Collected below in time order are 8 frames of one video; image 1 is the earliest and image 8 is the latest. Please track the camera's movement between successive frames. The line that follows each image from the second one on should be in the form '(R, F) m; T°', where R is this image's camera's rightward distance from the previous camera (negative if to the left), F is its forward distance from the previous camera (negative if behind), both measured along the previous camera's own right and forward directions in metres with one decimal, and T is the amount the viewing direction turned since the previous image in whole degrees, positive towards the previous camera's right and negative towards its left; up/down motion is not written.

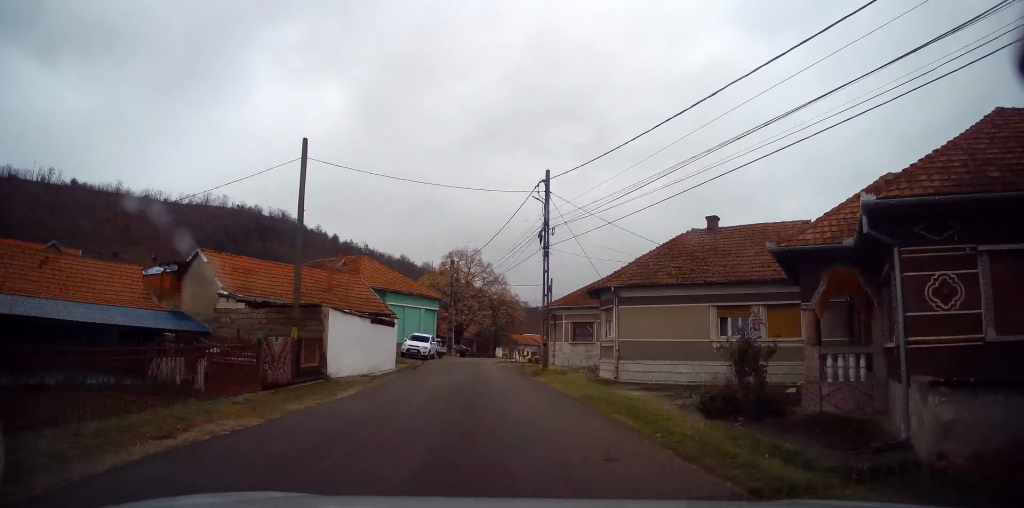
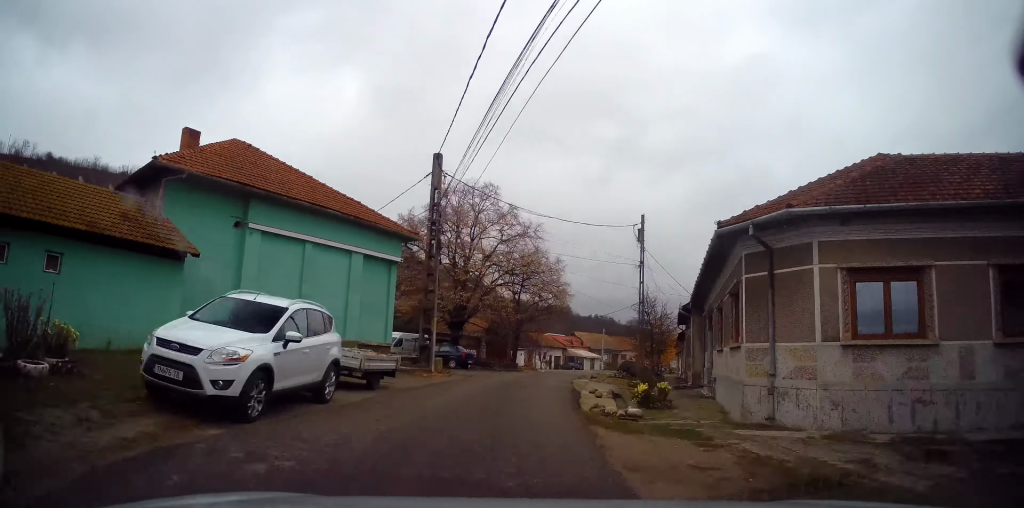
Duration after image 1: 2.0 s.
(-1.1, +28.5) m; 0°
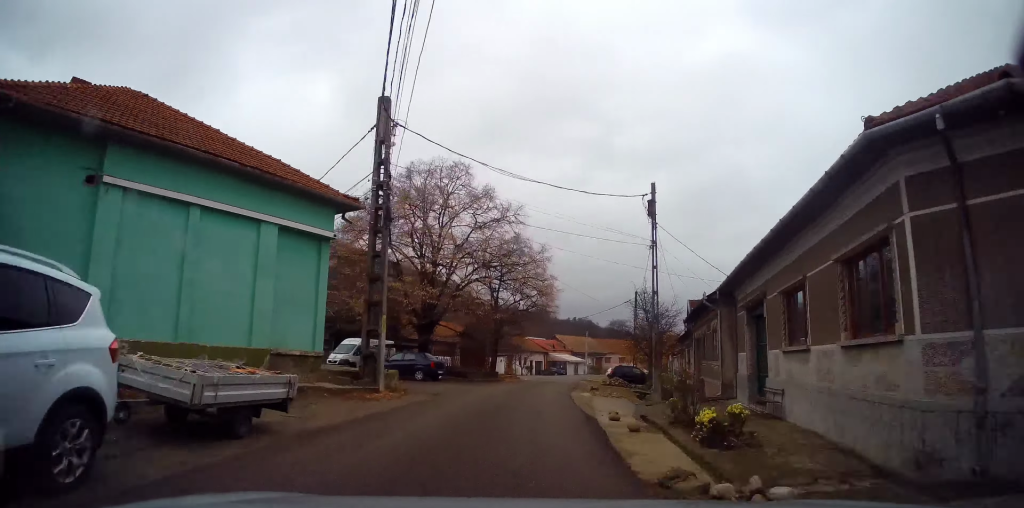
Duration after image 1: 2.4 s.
(+0.1, +6.0) m; +2°
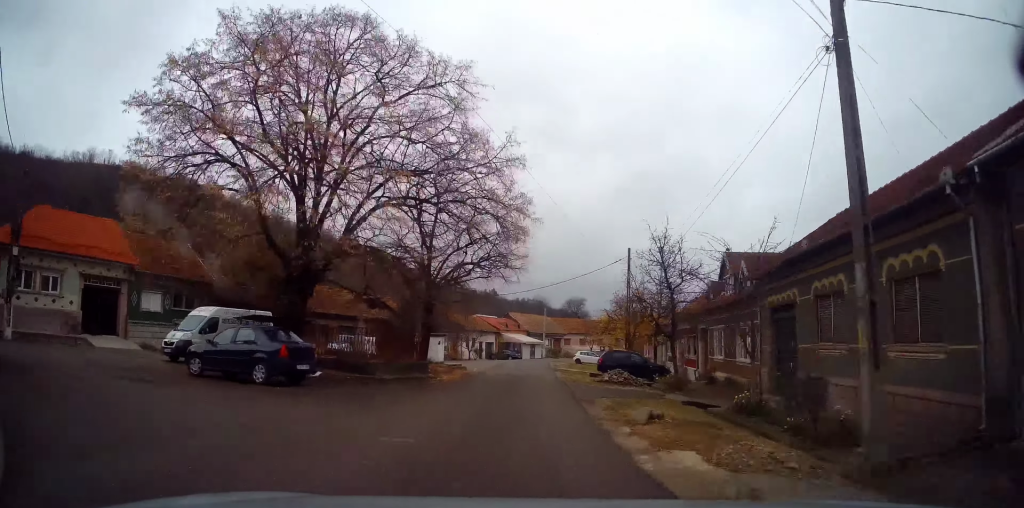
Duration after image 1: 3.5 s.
(+0.7, +14.7) m; +5°
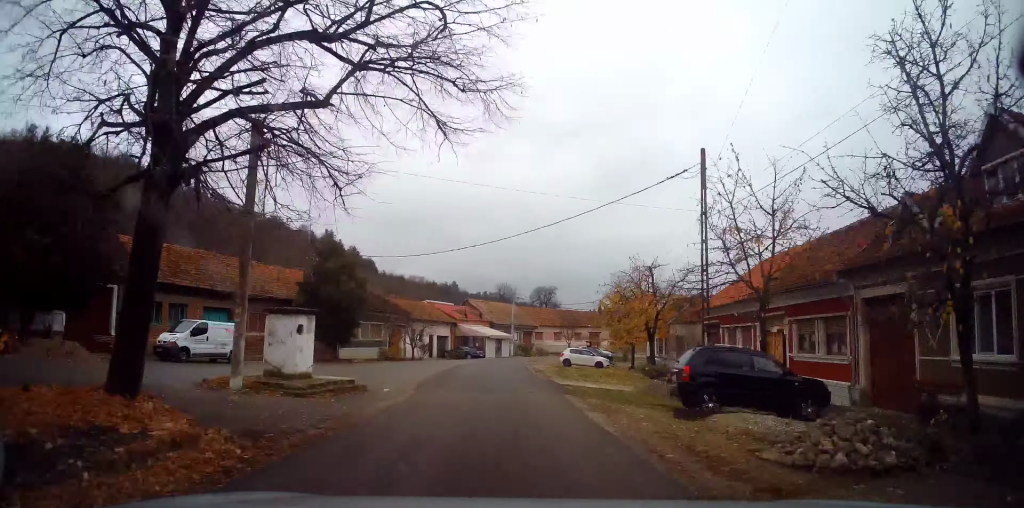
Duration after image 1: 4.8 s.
(+0.5, +18.4) m; +3°
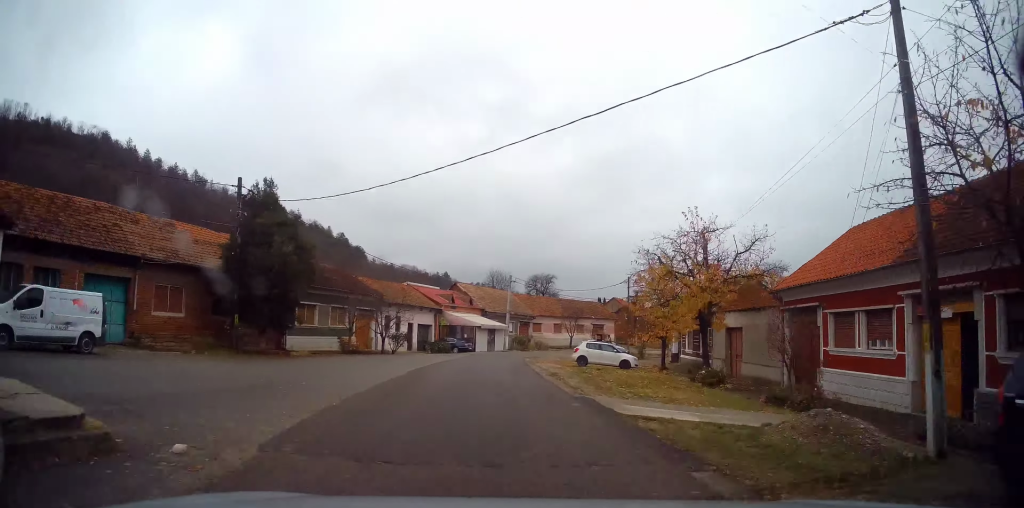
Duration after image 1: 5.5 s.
(+0.1, +10.1) m; +2°
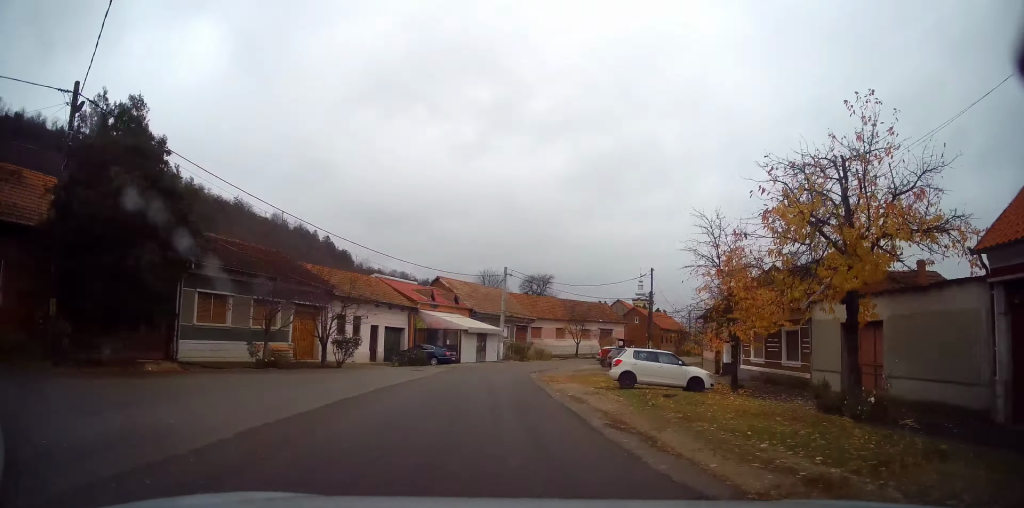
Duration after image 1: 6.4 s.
(+0.3, +11.8) m; +2°
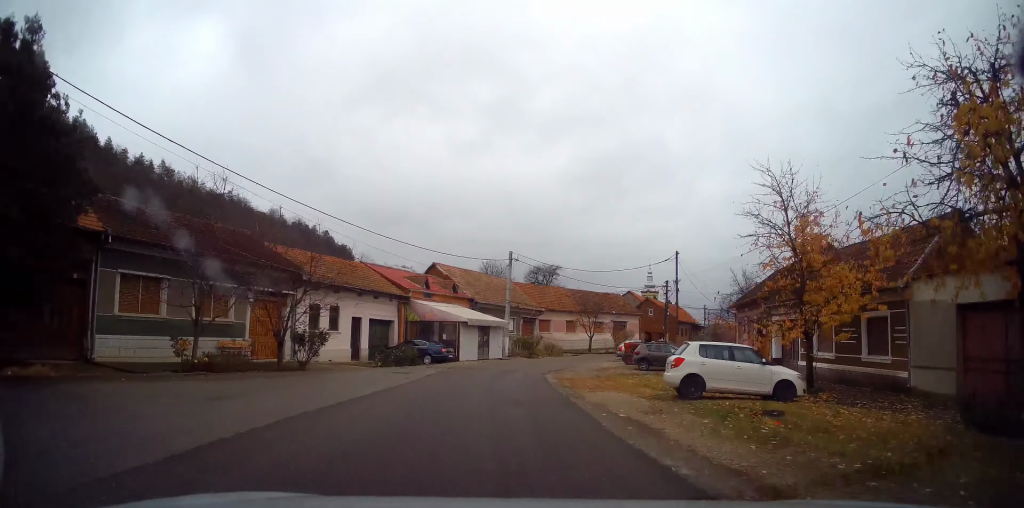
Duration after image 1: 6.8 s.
(+0.1, +5.9) m; 0°
